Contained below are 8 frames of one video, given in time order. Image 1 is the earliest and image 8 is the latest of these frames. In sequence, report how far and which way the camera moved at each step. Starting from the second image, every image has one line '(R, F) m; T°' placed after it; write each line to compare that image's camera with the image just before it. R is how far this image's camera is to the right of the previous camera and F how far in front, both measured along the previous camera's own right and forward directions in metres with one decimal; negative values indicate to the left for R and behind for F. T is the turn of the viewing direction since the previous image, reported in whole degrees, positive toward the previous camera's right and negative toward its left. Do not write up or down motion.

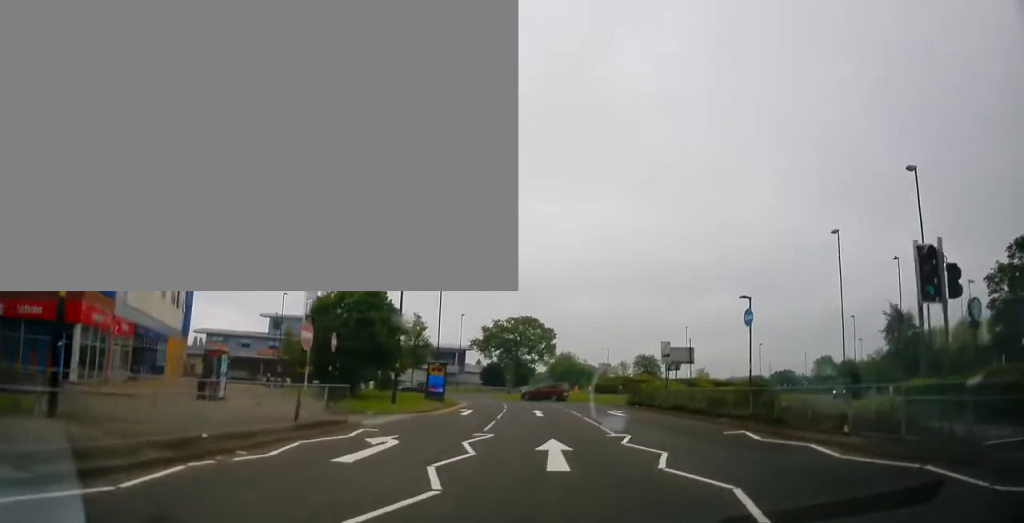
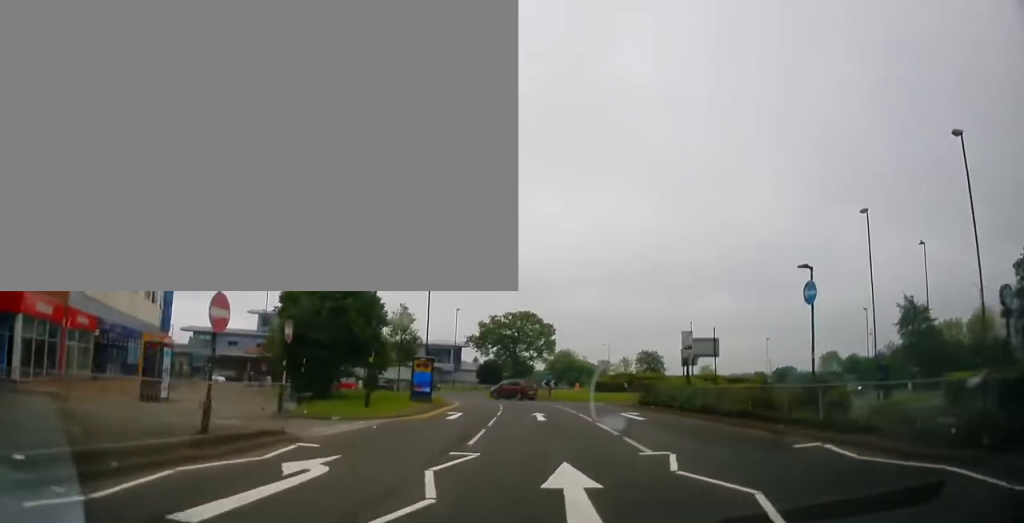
(0.0, +4.5) m; 0°
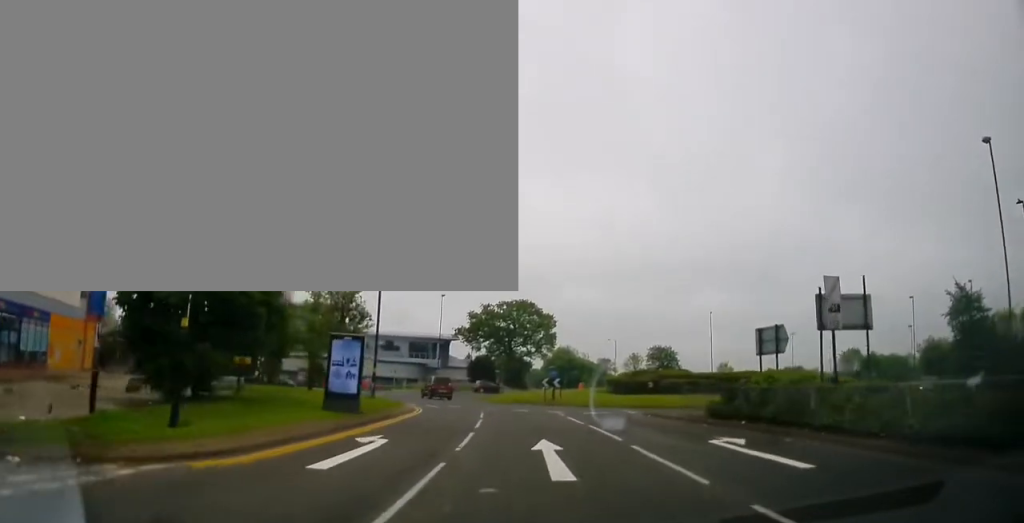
(0.0, +13.6) m; -3°
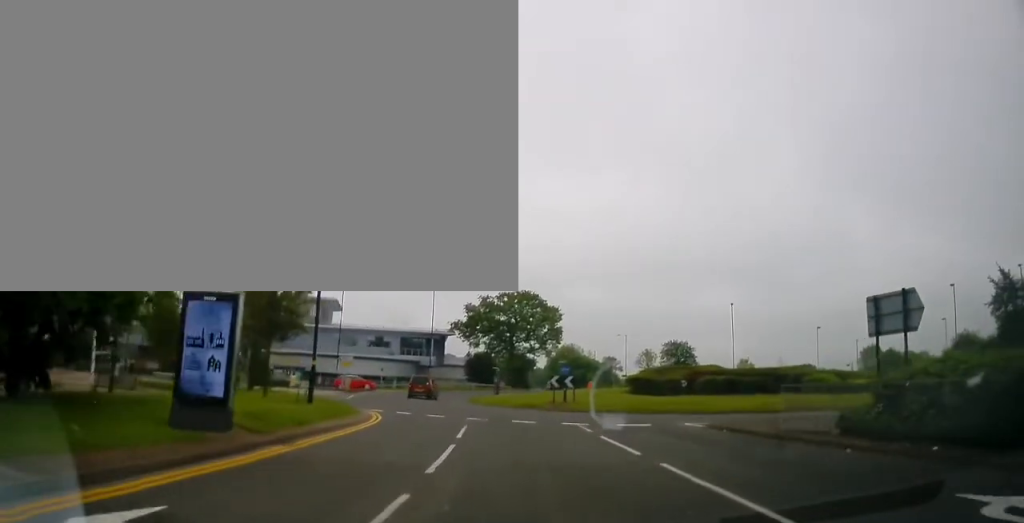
(-0.3, +9.1) m; +2°
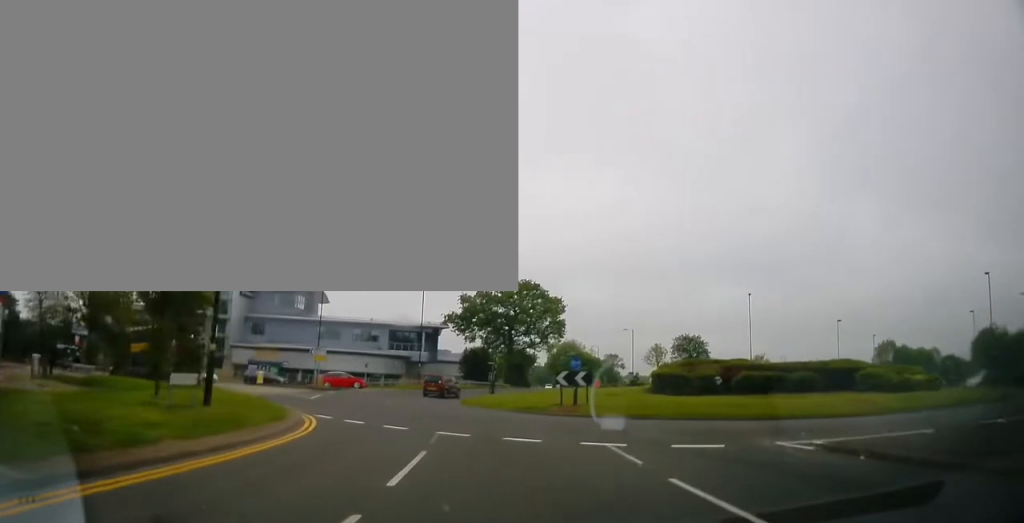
(+0.4, +7.5) m; +1°
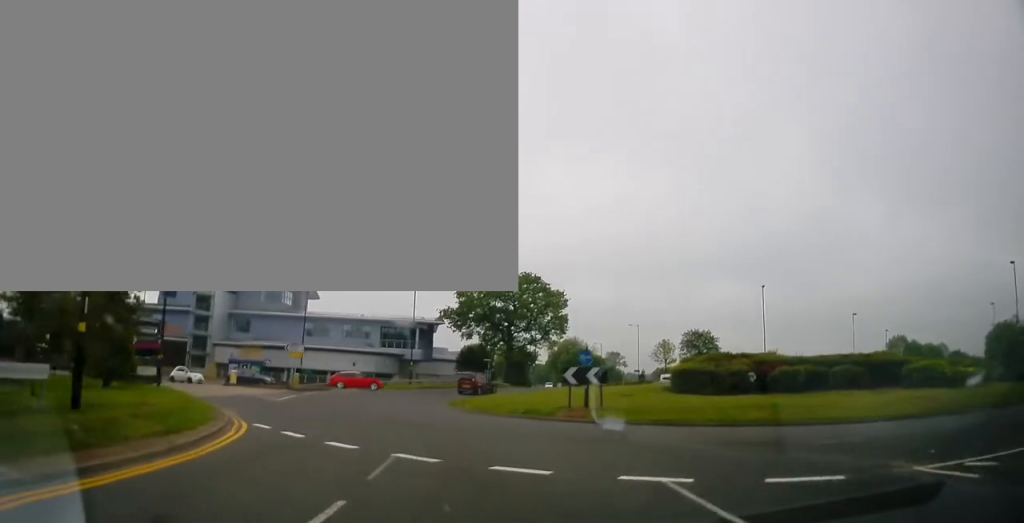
(-0.3, +5.3) m; -2°
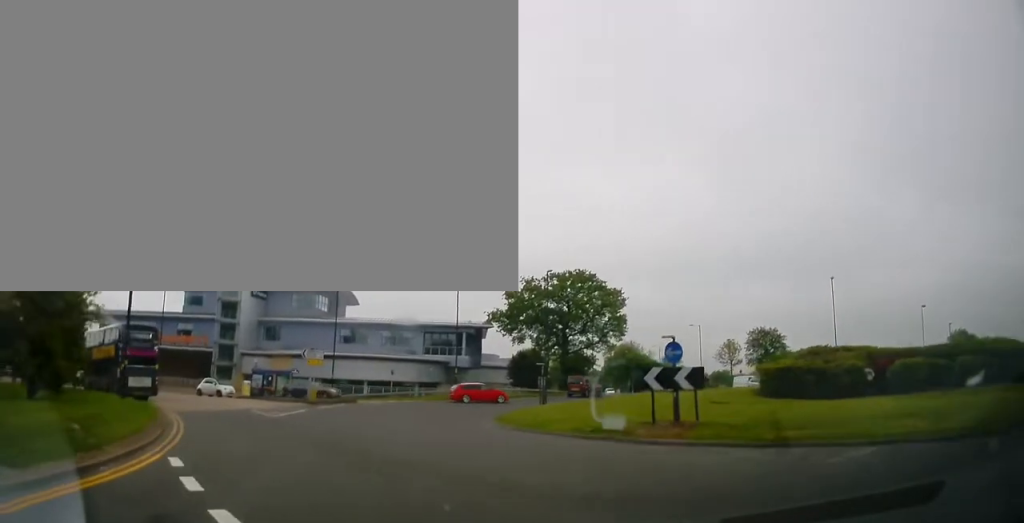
(0.0, +6.2) m; -8°
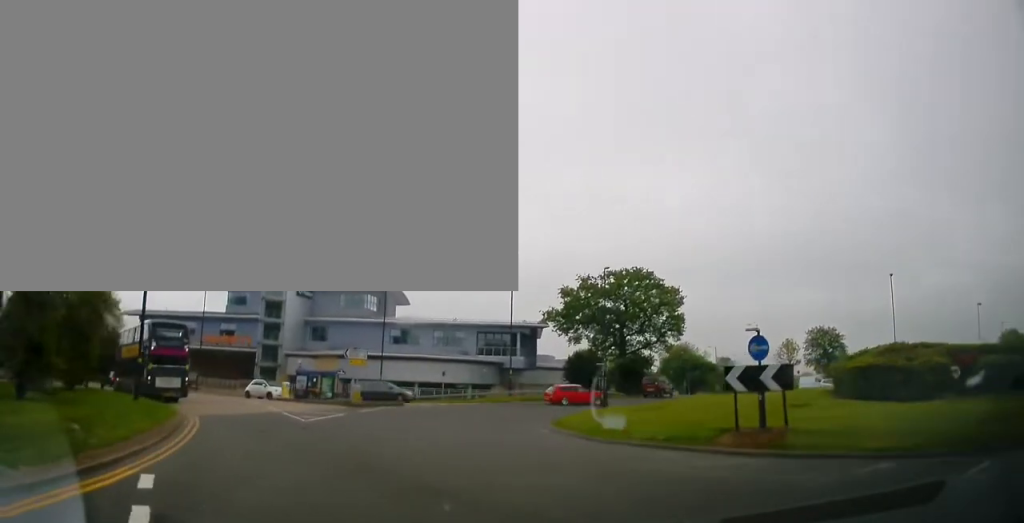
(-0.2, +2.2) m; -5°
